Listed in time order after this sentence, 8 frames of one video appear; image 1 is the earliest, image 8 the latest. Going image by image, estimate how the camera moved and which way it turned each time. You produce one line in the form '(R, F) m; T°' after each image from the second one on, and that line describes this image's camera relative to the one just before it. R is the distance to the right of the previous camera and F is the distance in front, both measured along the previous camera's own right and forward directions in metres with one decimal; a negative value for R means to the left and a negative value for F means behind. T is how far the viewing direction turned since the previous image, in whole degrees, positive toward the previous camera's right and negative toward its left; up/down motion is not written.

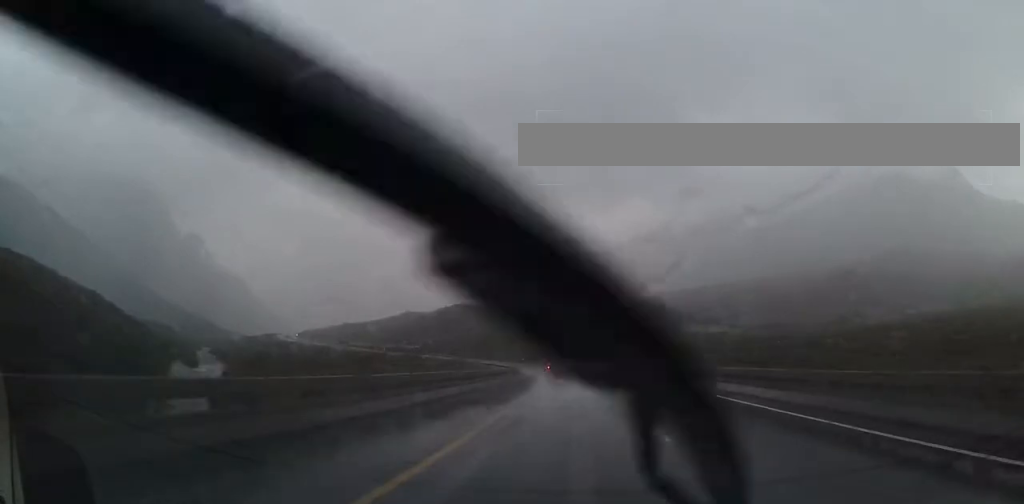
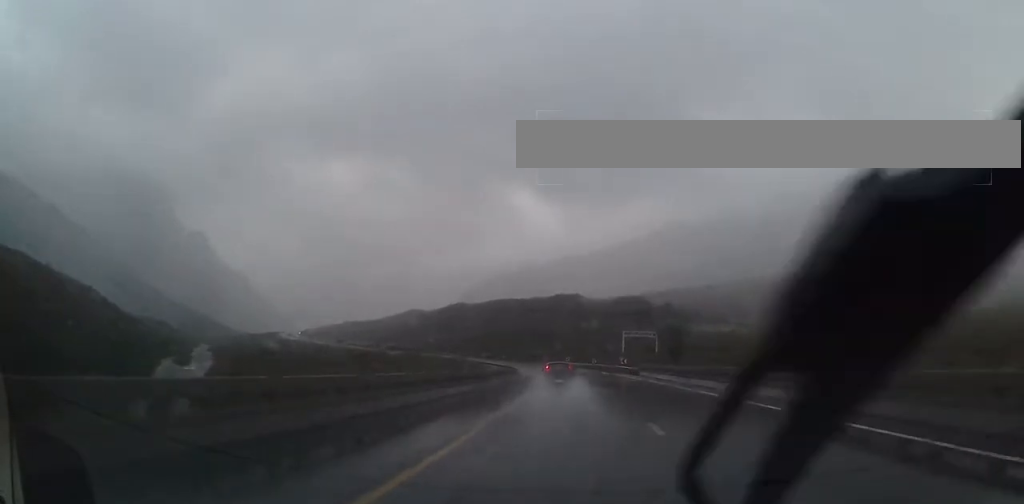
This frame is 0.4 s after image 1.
(-0.1, +11.2) m; 0°
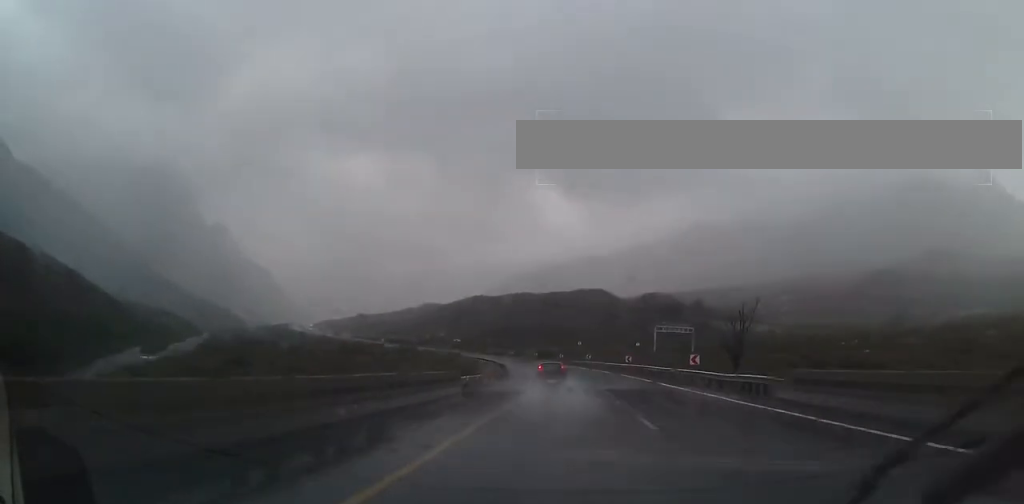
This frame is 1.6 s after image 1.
(+0.7, +34.3) m; +1°
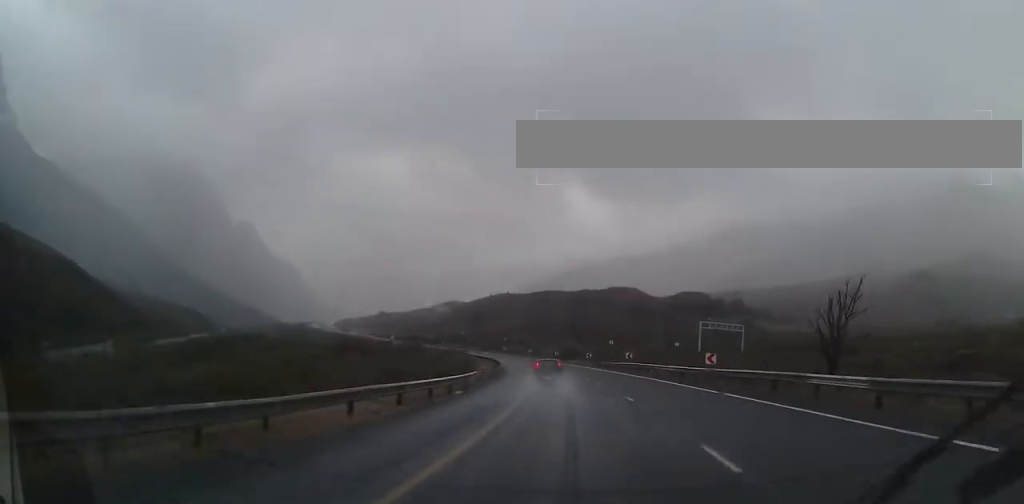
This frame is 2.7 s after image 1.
(-0.3, +28.5) m; -3°
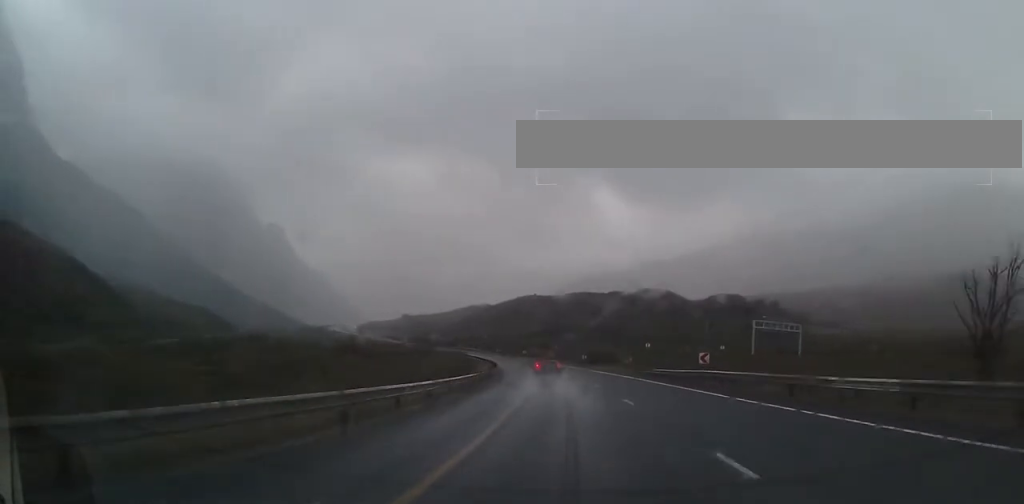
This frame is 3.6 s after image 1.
(-1.2, +24.0) m; -4°
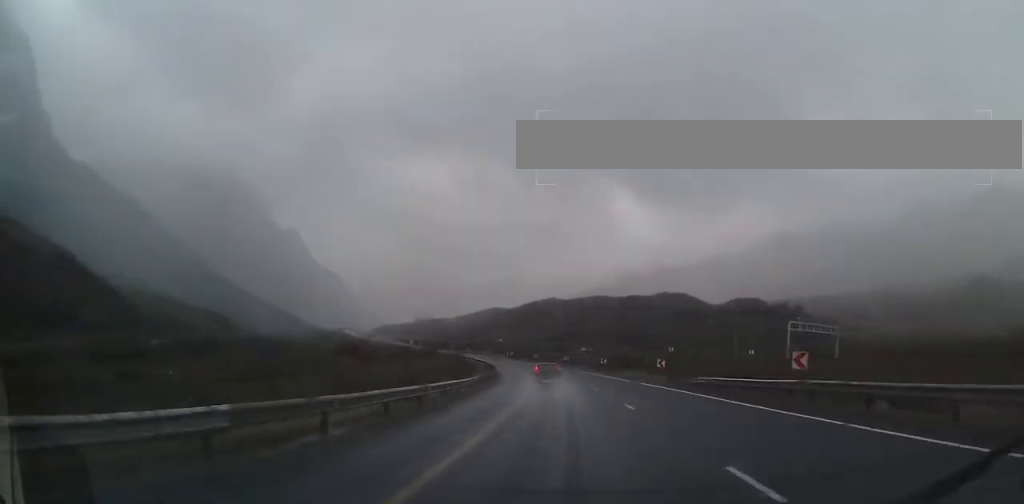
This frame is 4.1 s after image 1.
(+0.1, +12.7) m; -4°
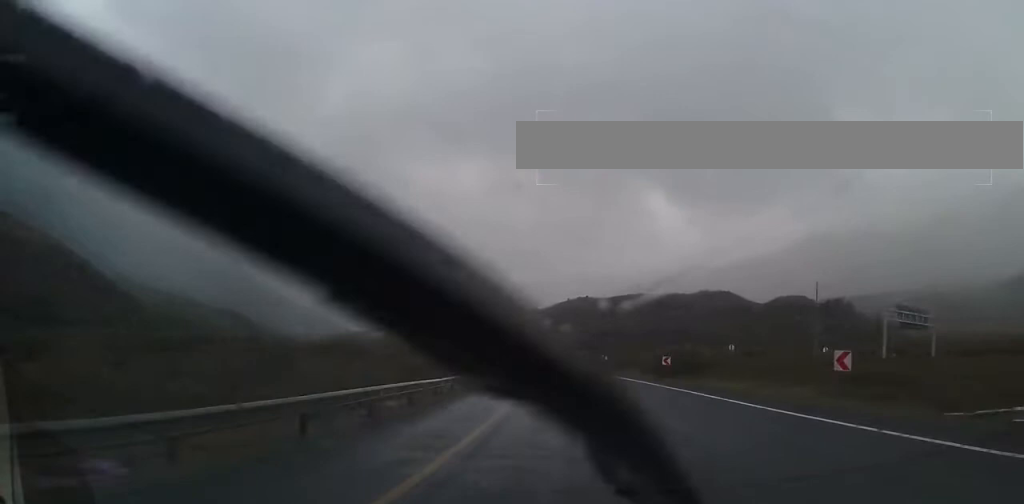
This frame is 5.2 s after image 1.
(-2.4, +26.8) m; -8°
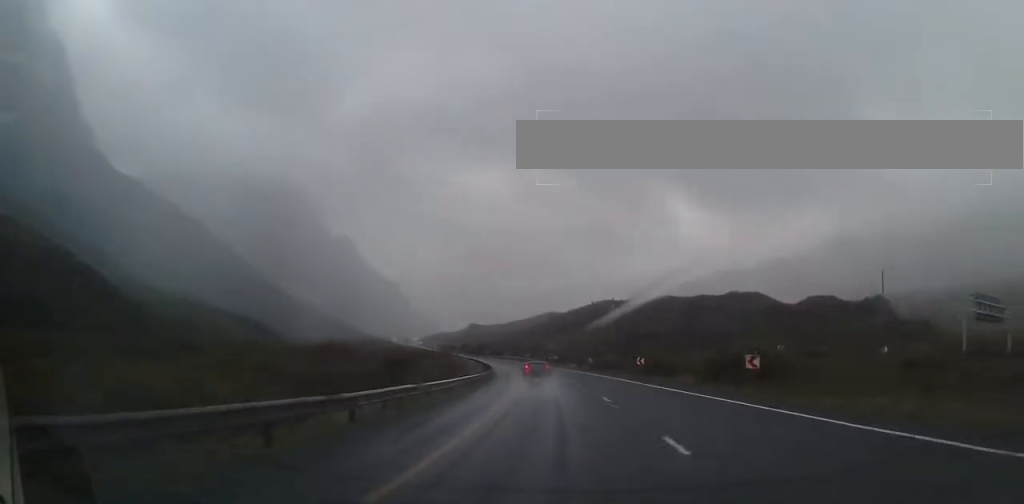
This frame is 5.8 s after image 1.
(-0.8, +16.0) m; -3°
